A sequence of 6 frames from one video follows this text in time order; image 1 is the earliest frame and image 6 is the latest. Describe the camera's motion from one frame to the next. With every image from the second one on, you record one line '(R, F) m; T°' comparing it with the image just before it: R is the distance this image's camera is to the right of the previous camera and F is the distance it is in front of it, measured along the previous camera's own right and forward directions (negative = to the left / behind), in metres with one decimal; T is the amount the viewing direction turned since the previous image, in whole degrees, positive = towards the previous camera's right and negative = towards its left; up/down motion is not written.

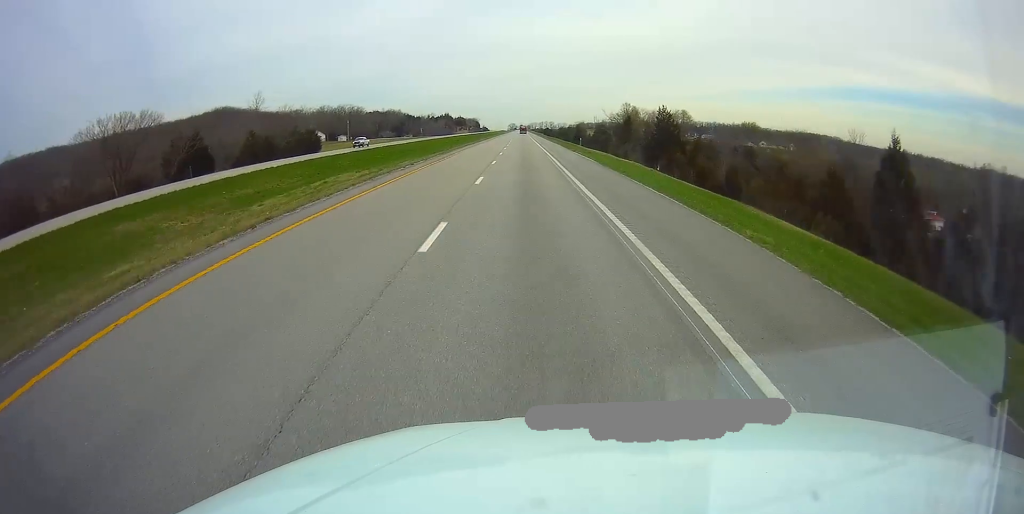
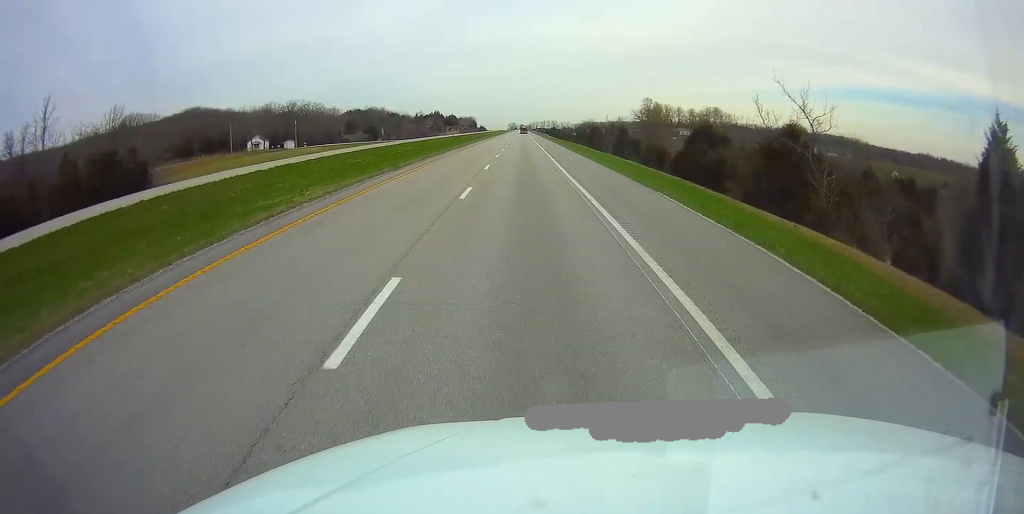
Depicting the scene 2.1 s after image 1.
(+0.1, +66.0) m; 0°
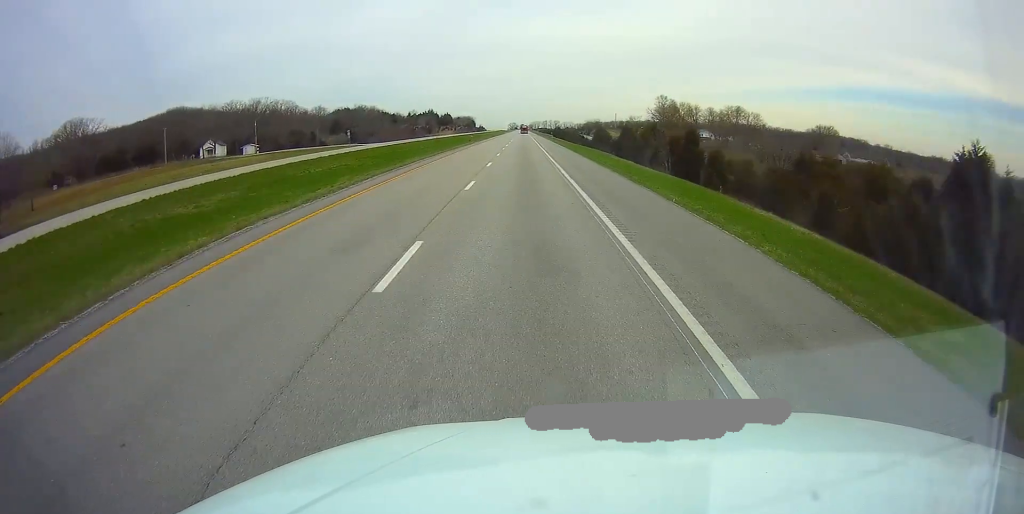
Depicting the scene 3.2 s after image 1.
(0.0, +34.0) m; 0°
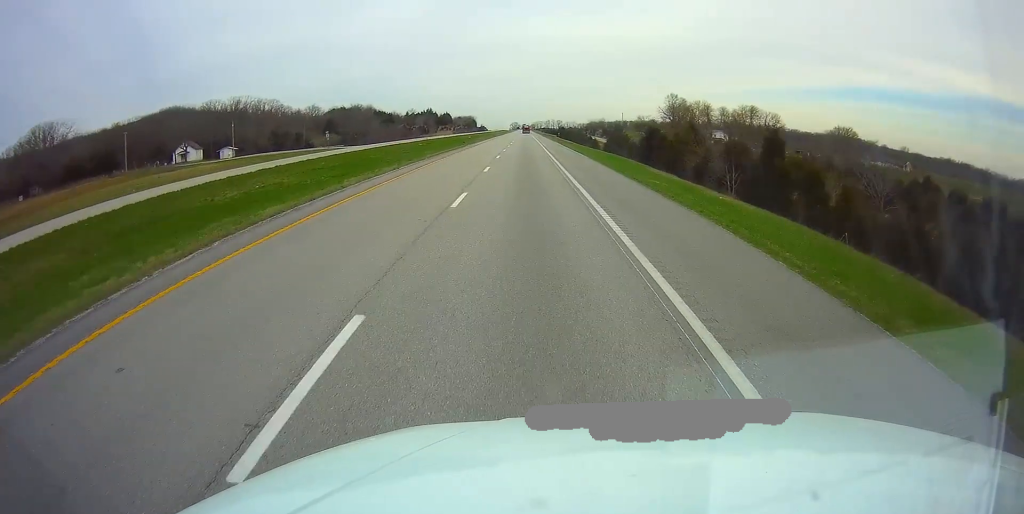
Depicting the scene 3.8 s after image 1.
(0.0, +16.5) m; 0°
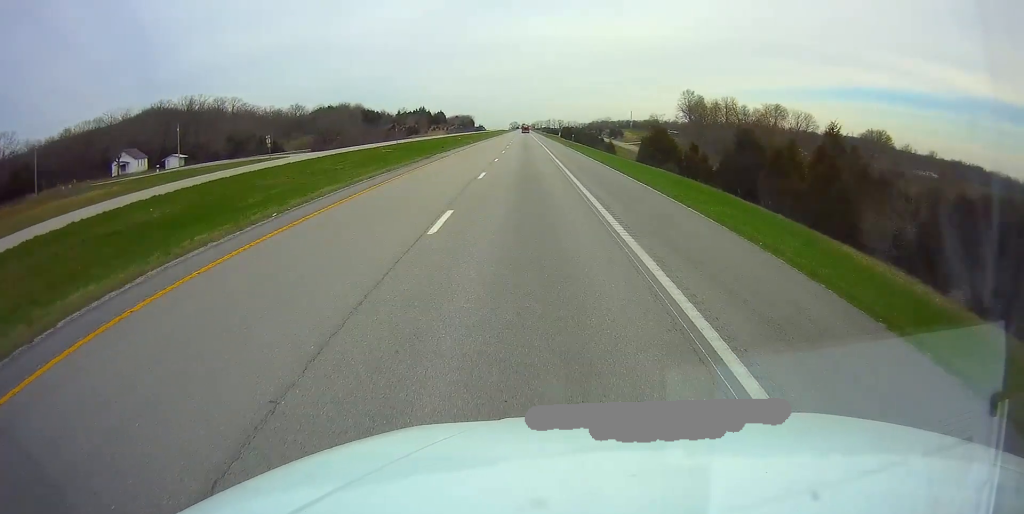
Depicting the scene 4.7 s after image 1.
(-0.1, +28.9) m; 0°
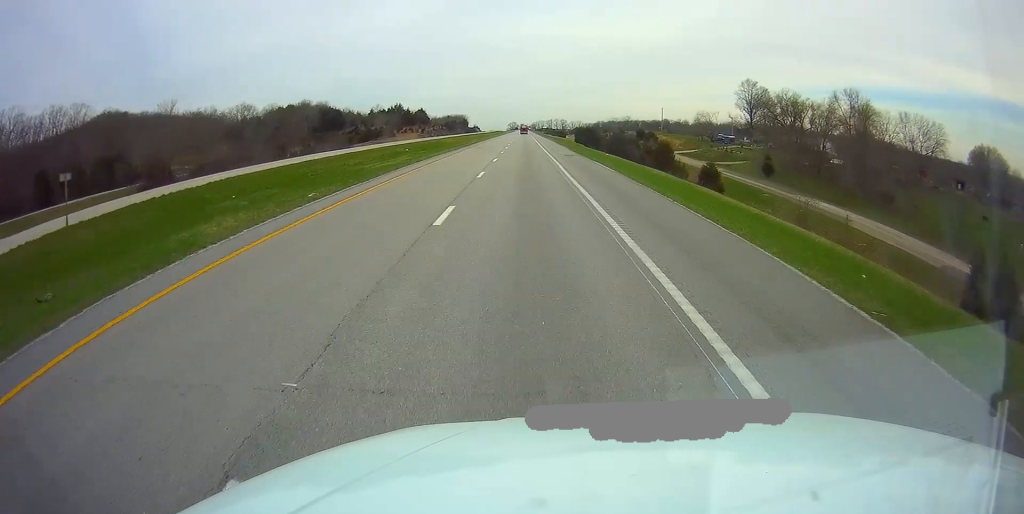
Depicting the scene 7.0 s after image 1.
(+0.1, +72.4) m; 0°
